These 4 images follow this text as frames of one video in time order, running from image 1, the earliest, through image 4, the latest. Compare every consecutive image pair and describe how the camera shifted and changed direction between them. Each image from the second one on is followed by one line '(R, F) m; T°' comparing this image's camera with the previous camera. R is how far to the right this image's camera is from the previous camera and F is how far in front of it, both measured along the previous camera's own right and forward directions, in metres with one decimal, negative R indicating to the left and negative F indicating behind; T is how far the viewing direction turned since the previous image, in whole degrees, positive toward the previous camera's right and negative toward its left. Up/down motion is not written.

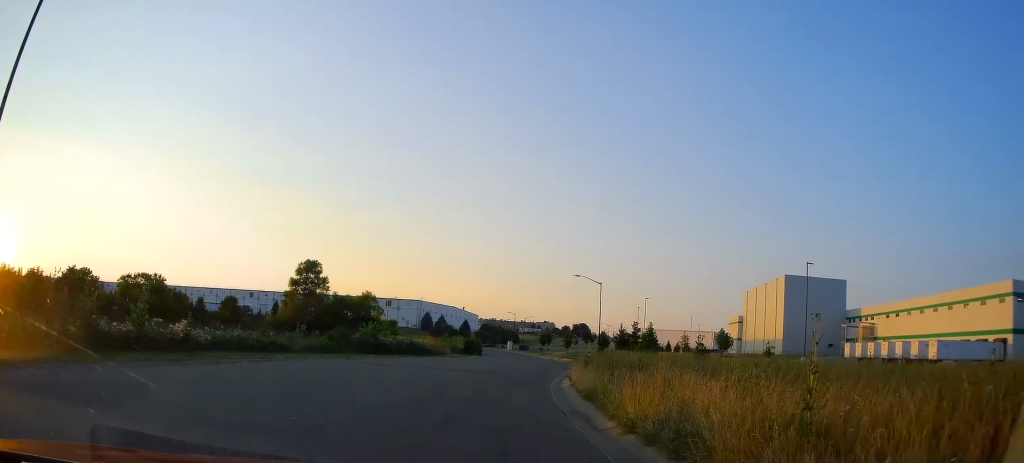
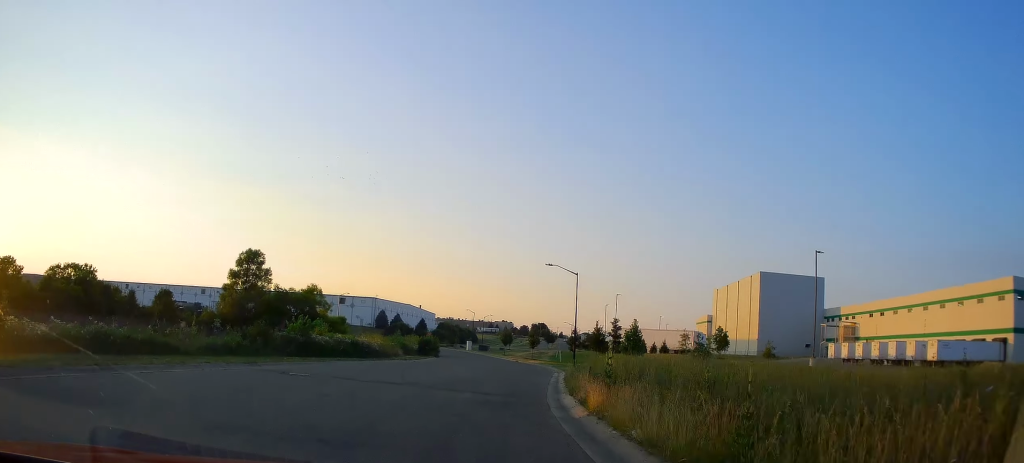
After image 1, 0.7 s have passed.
(+0.5, +7.7) m; +7°
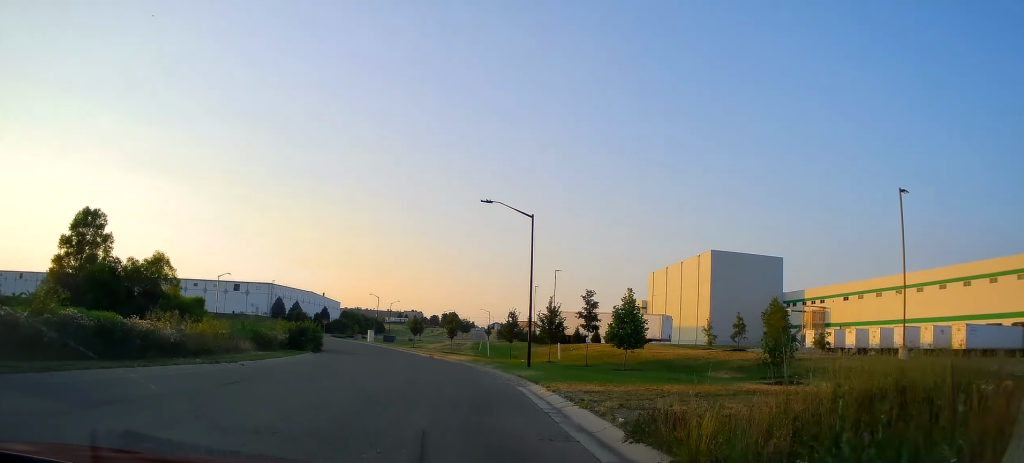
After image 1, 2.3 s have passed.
(+2.3, +20.1) m; +8°
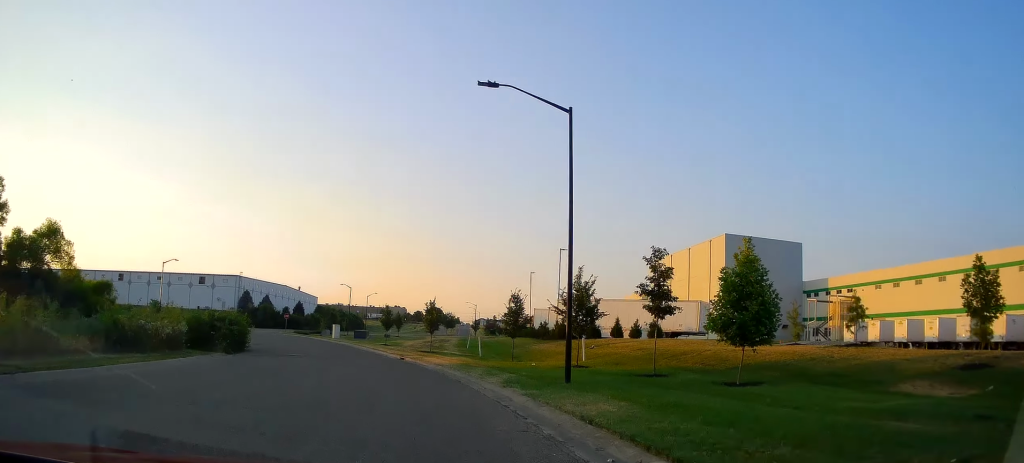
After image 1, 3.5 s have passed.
(0.0, +15.4) m; -1°
